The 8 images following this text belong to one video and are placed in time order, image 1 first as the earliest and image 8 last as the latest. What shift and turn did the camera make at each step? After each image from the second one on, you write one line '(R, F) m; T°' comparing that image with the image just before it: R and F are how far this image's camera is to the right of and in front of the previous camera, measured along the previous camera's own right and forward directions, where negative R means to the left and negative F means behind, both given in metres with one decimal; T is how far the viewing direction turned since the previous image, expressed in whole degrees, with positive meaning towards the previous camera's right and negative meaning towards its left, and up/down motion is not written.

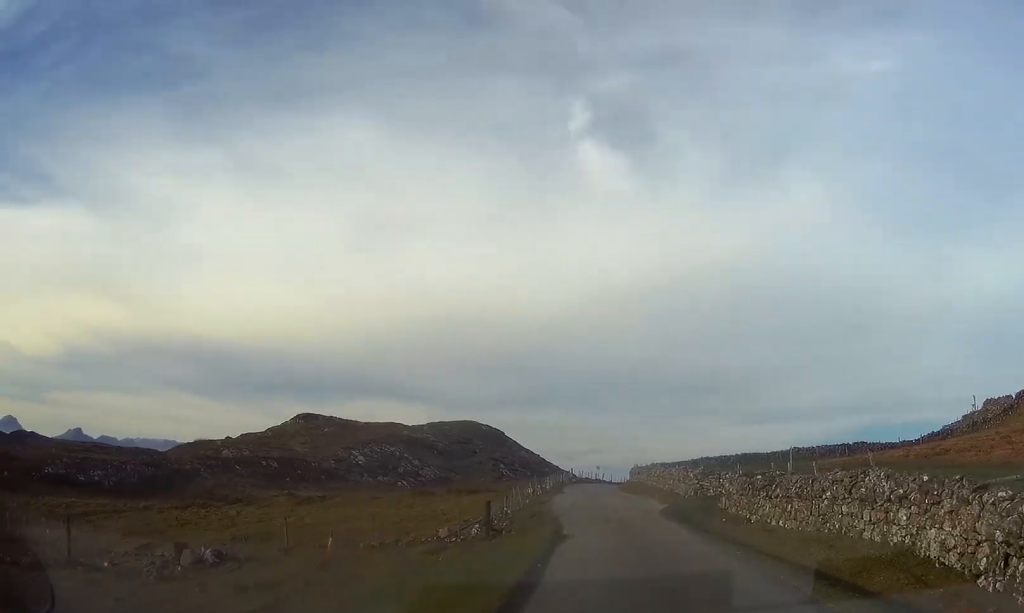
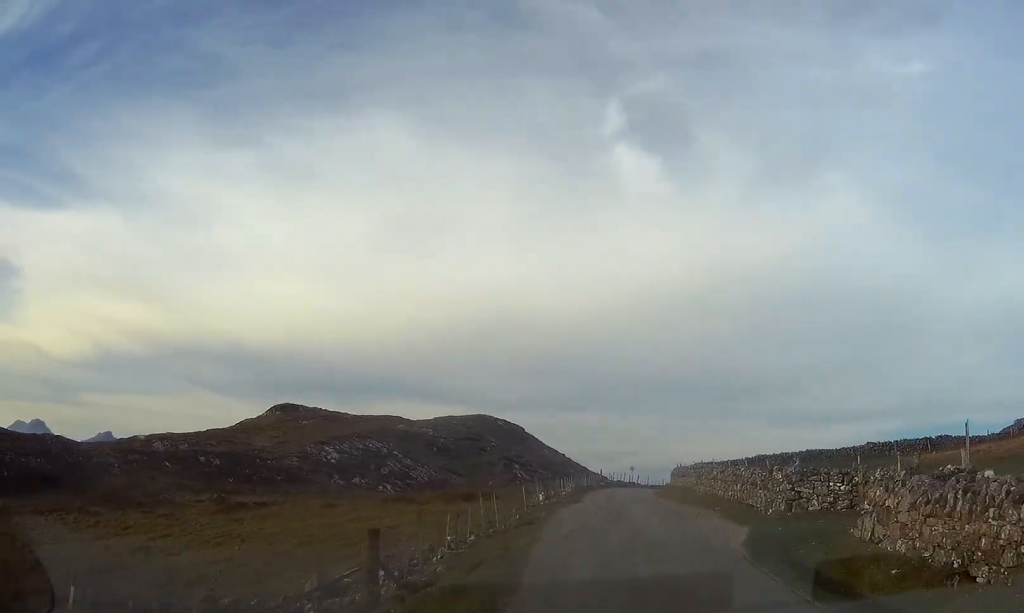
(-0.4, +14.8) m; -2°
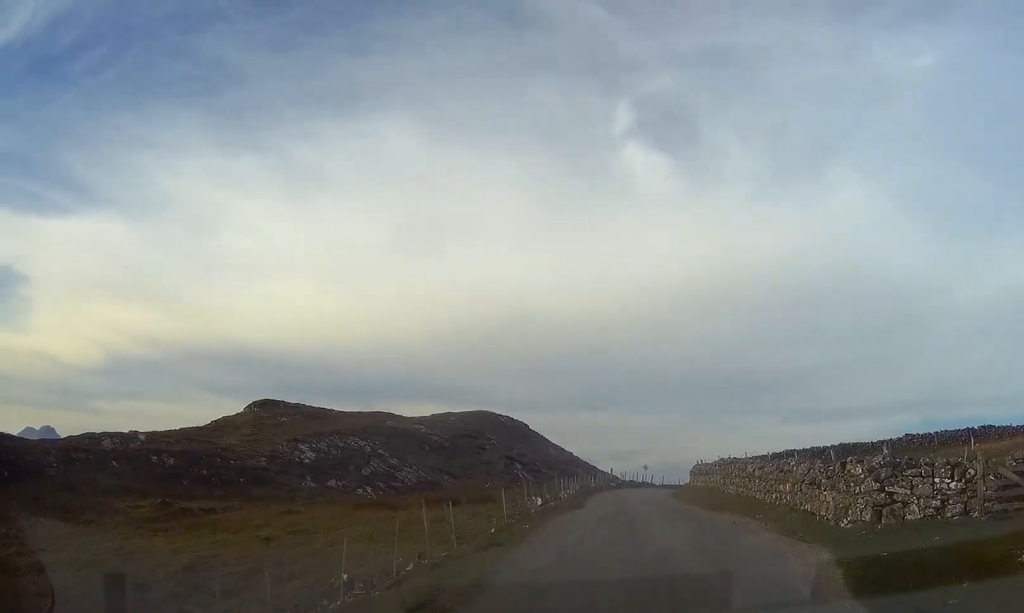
(-0.1, +7.0) m; -1°
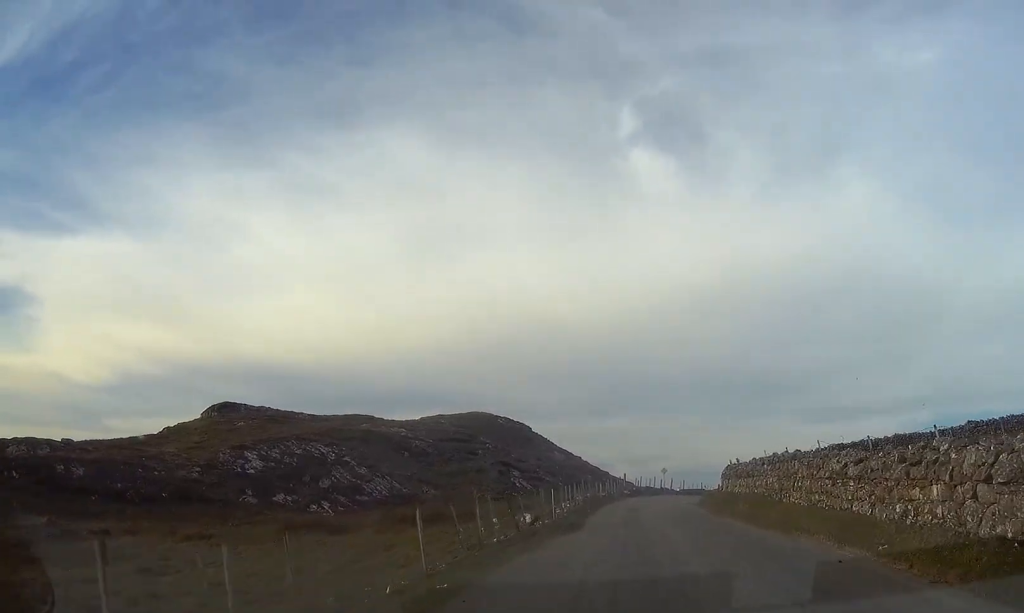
(-0.1, +9.5) m; -1°
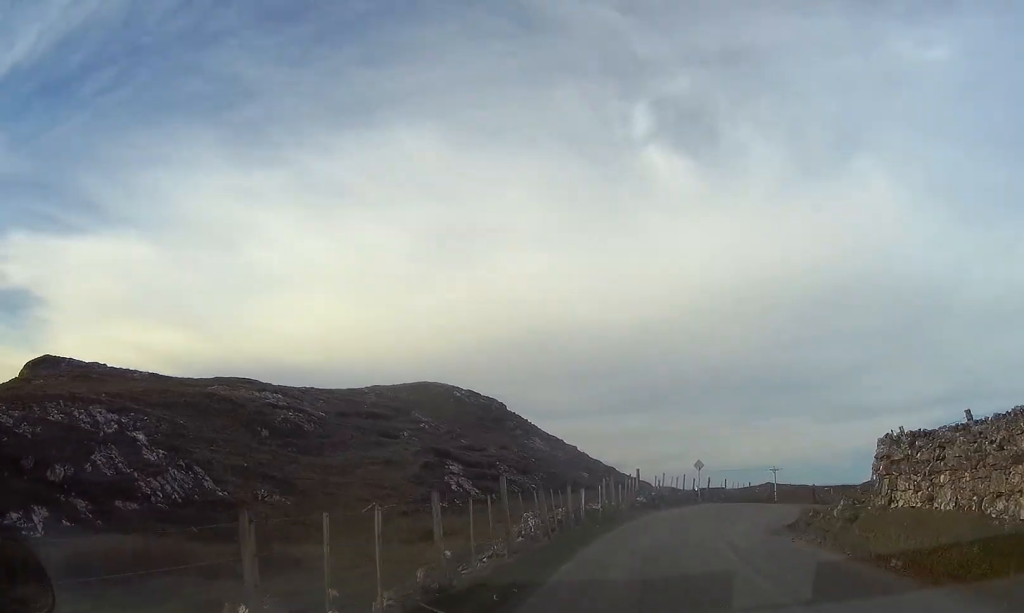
(-0.4, +23.3) m; 0°
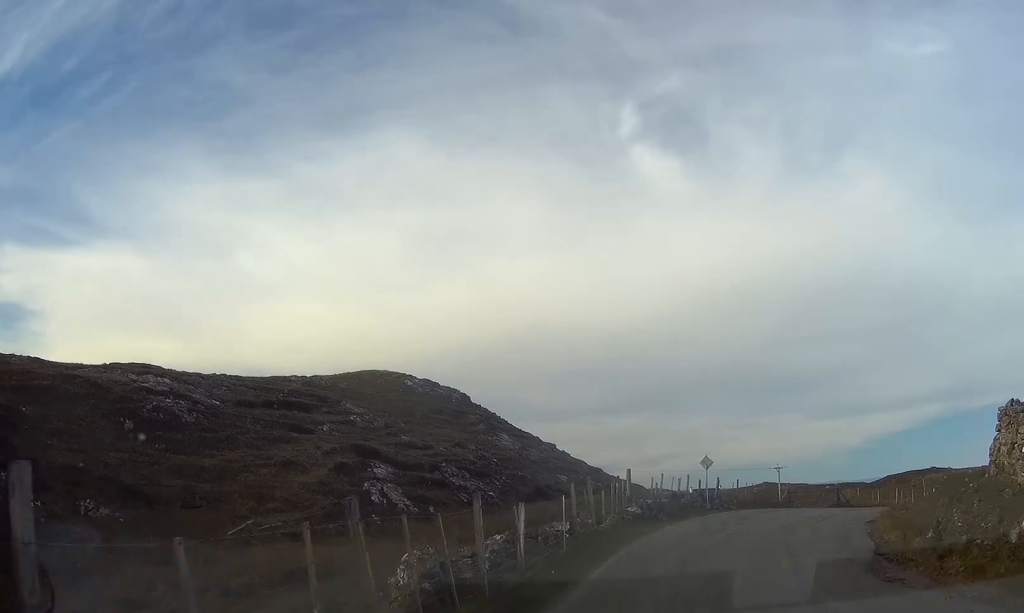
(+0.1, +9.3) m; +2°
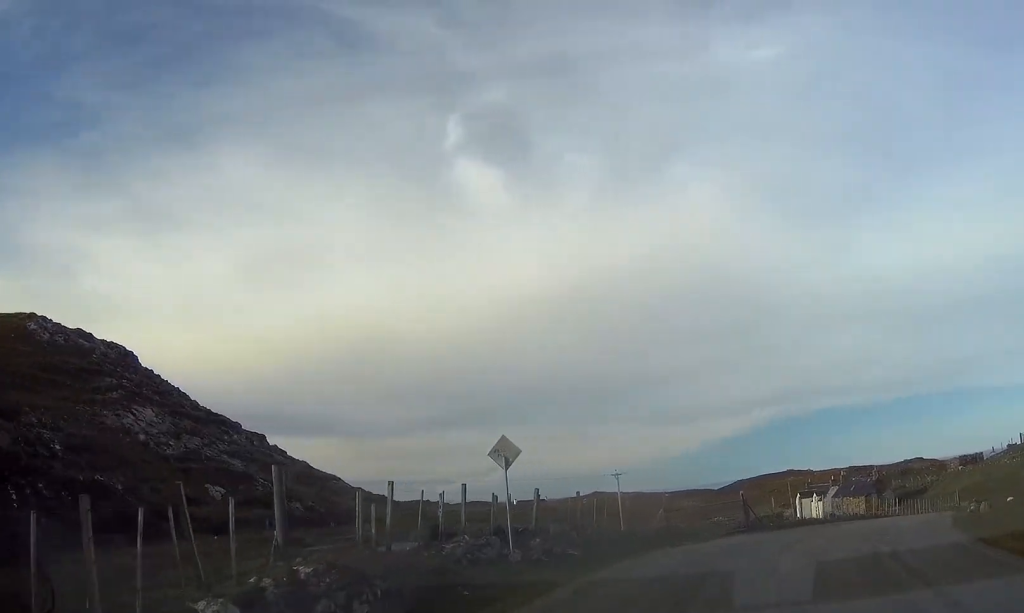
(+2.0, +19.8) m; +15°
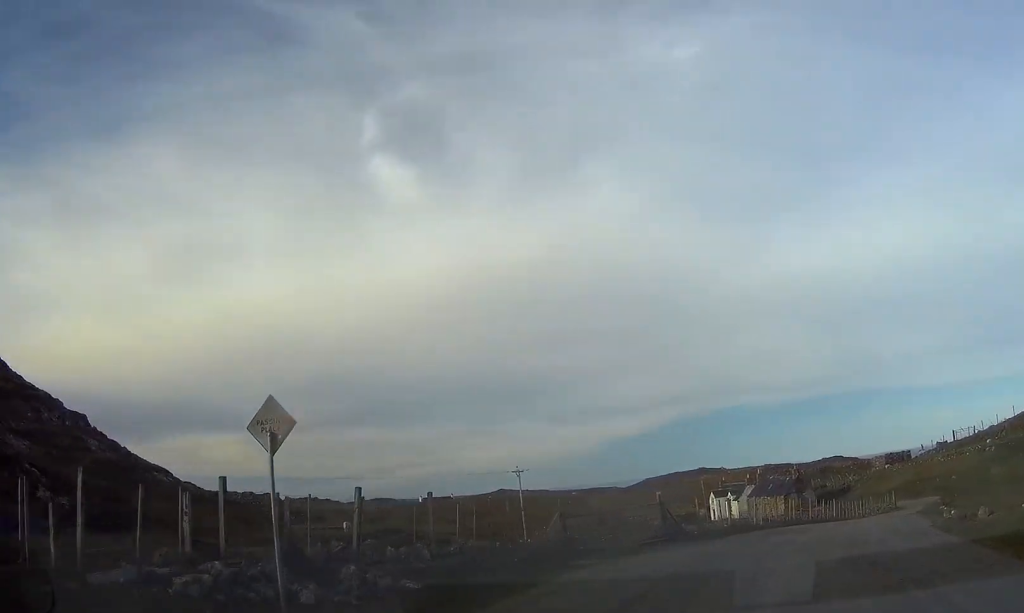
(+0.5, +6.0) m; +6°
